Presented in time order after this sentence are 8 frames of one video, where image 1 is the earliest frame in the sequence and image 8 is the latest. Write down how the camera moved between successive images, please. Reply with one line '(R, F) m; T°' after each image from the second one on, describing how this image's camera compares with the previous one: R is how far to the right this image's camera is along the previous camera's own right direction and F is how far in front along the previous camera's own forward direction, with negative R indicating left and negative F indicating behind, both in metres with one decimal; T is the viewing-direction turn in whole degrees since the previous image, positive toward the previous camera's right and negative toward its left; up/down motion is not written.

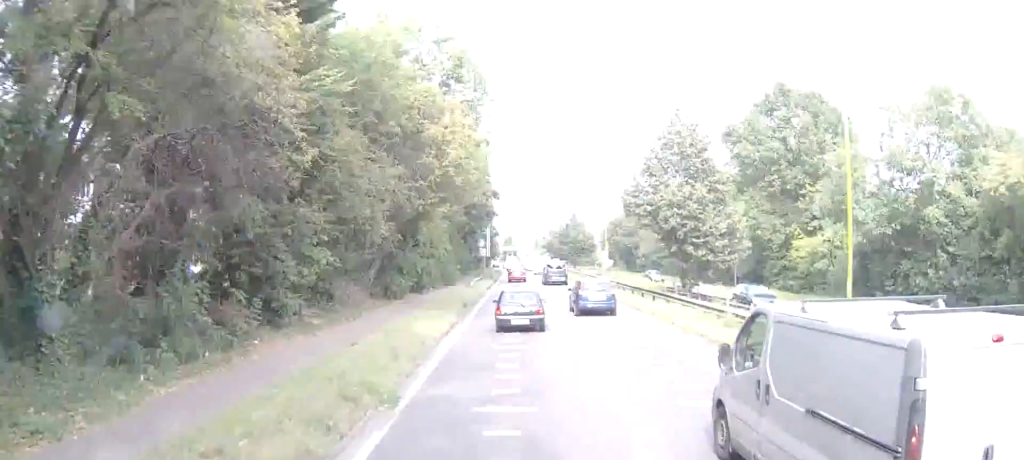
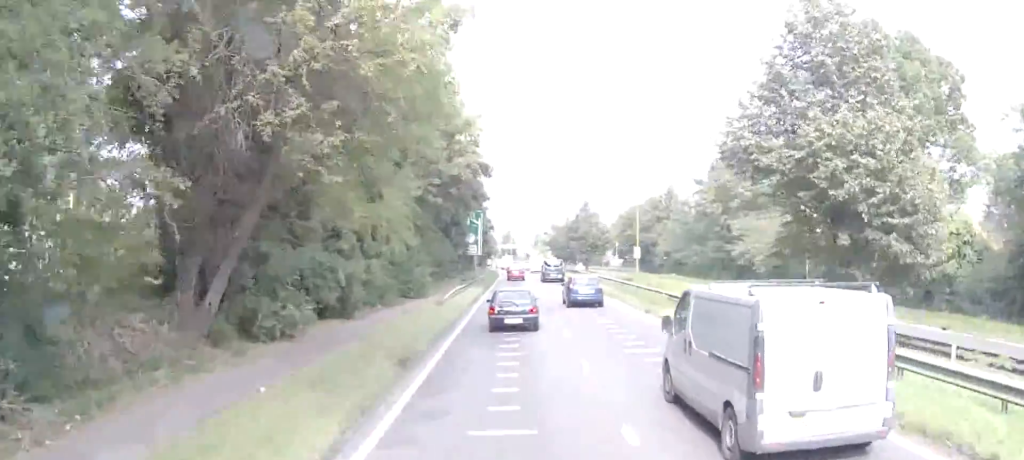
(0.0, +17.2) m; 0°
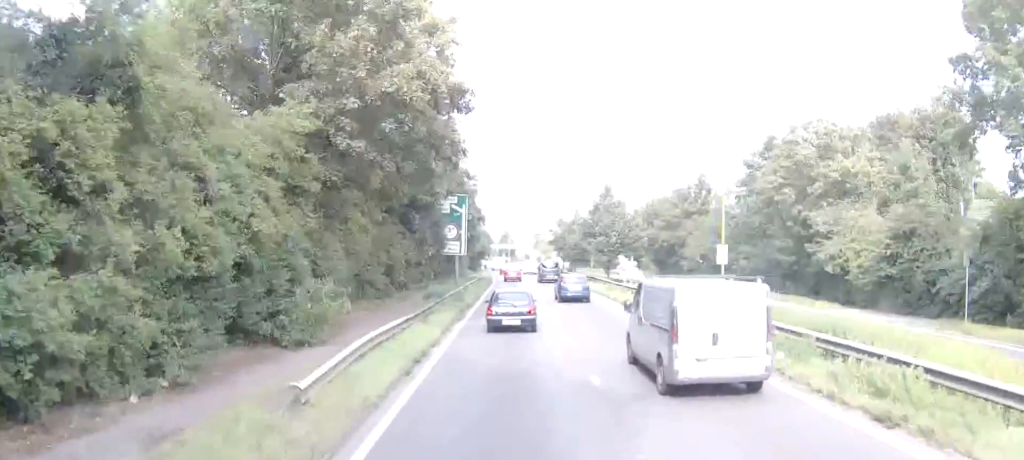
(0.0, +19.8) m; 0°
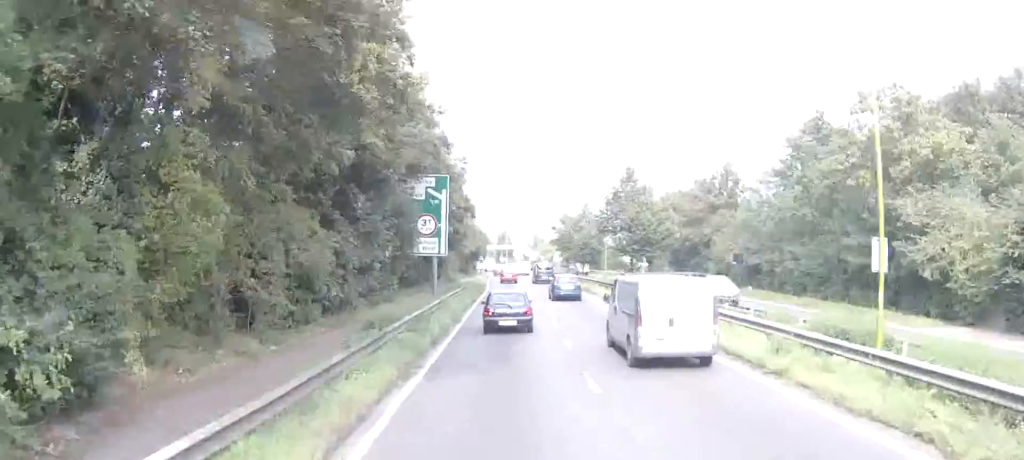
(0.0, +12.7) m; 0°
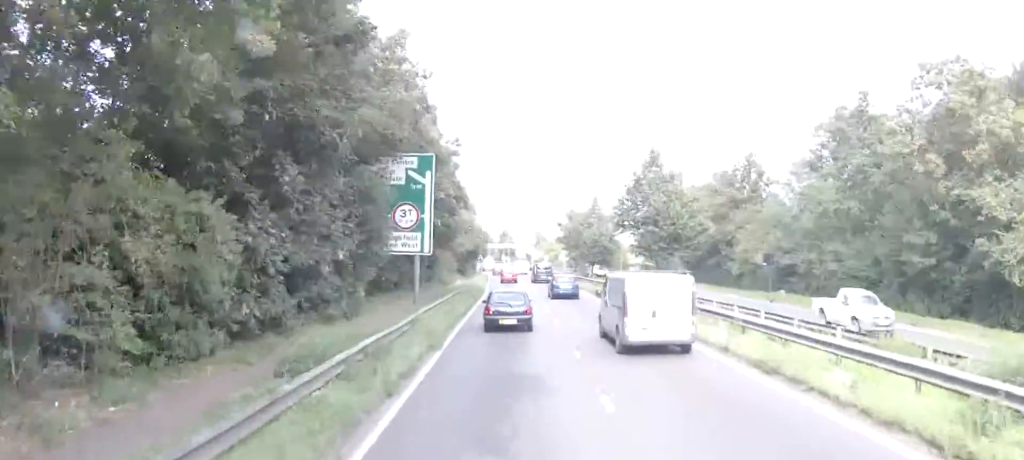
(0.0, +7.7) m; 0°
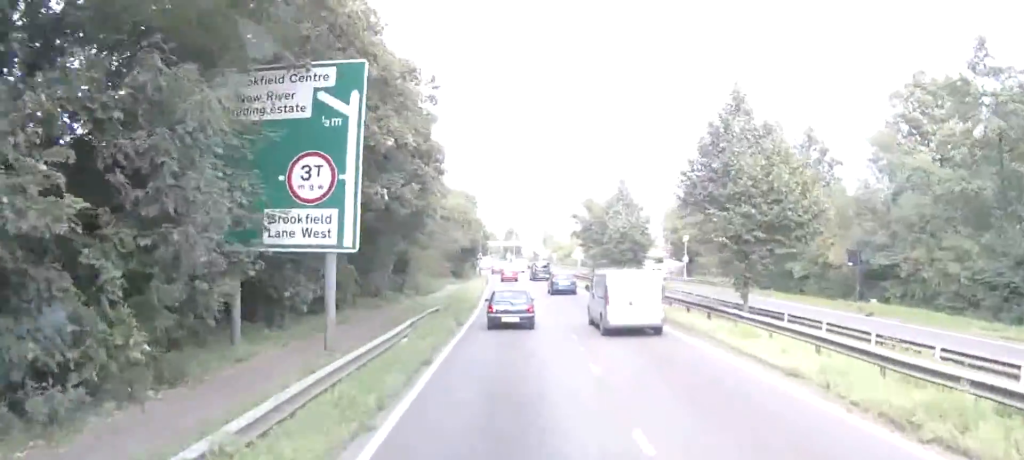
(0.0, +14.9) m; -1°
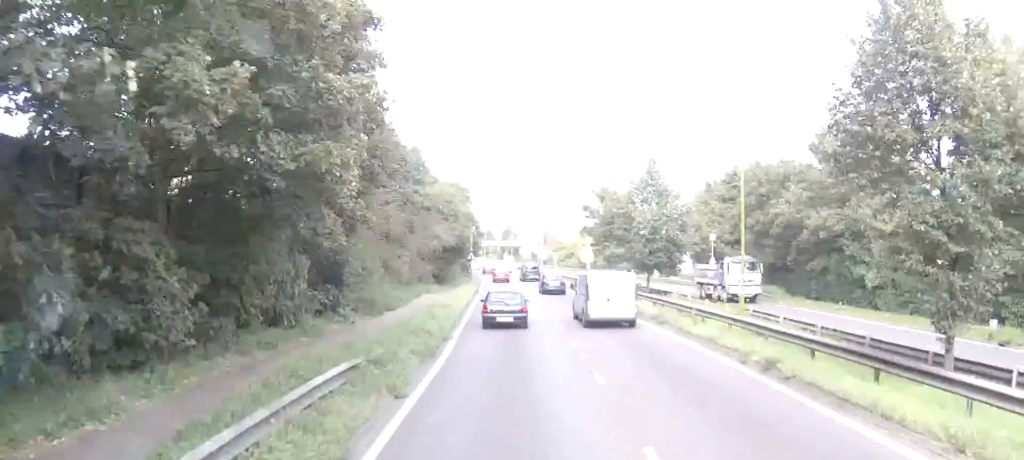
(-0.2, +13.0) m; 0°
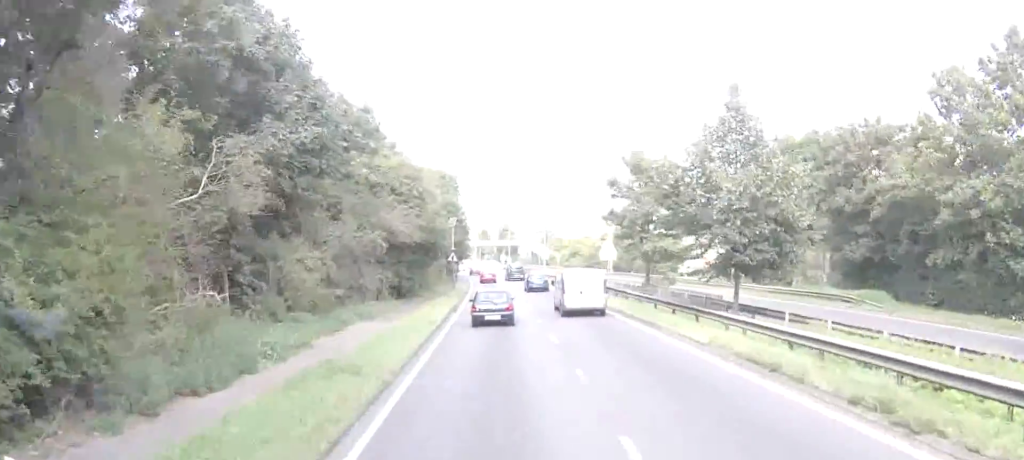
(+0.3, +17.7) m; +2°
